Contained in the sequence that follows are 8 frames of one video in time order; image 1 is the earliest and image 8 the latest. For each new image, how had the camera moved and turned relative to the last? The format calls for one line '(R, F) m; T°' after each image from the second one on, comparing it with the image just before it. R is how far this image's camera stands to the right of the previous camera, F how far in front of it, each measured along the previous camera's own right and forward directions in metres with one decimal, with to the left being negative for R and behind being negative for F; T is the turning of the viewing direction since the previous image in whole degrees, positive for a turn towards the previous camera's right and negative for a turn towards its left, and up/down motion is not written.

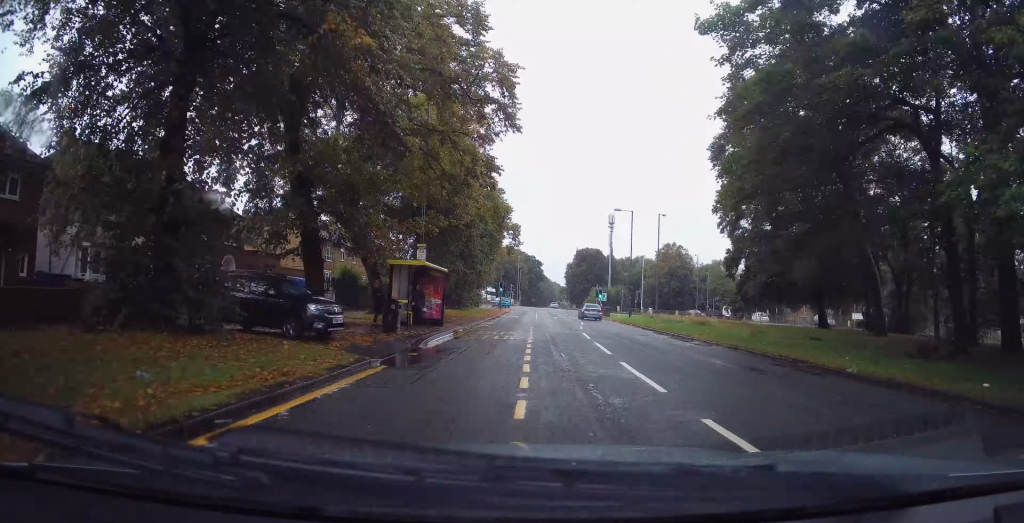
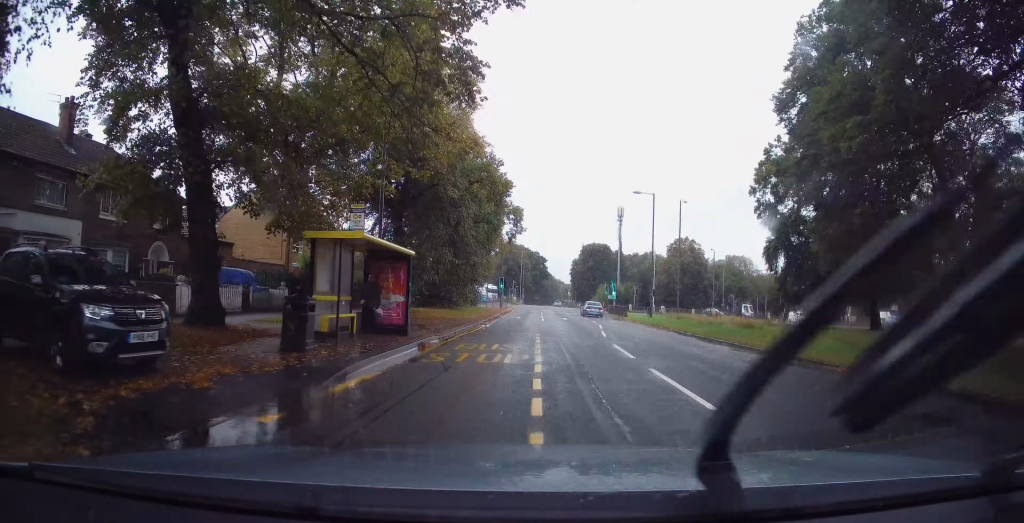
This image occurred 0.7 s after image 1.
(+0.1, +7.6) m; 0°
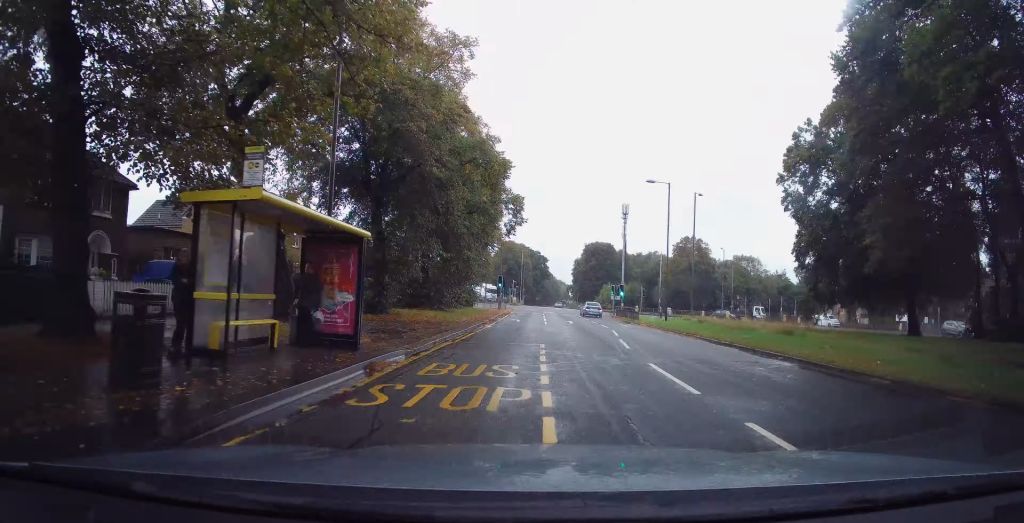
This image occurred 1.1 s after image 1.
(-0.1, +4.6) m; 0°
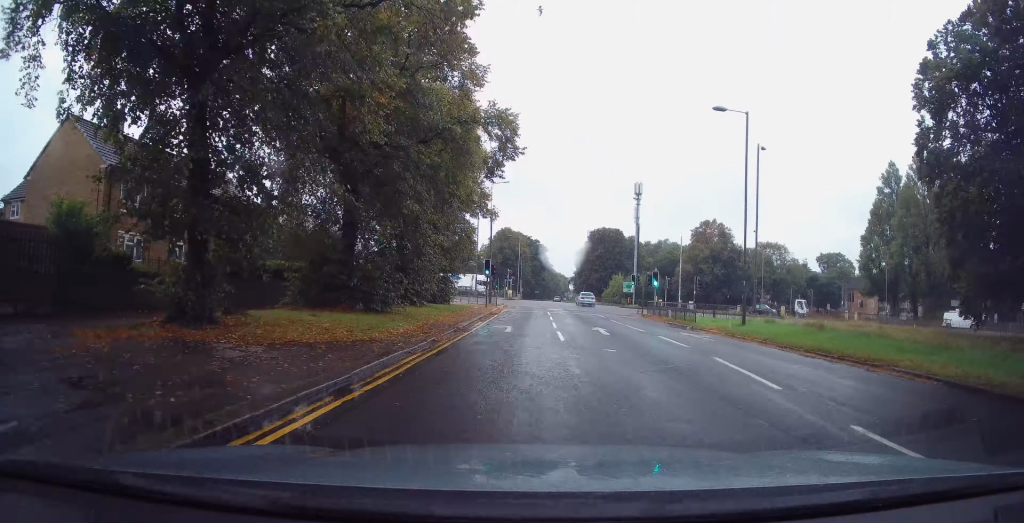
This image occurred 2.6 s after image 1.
(+0.1, +15.0) m; -1°
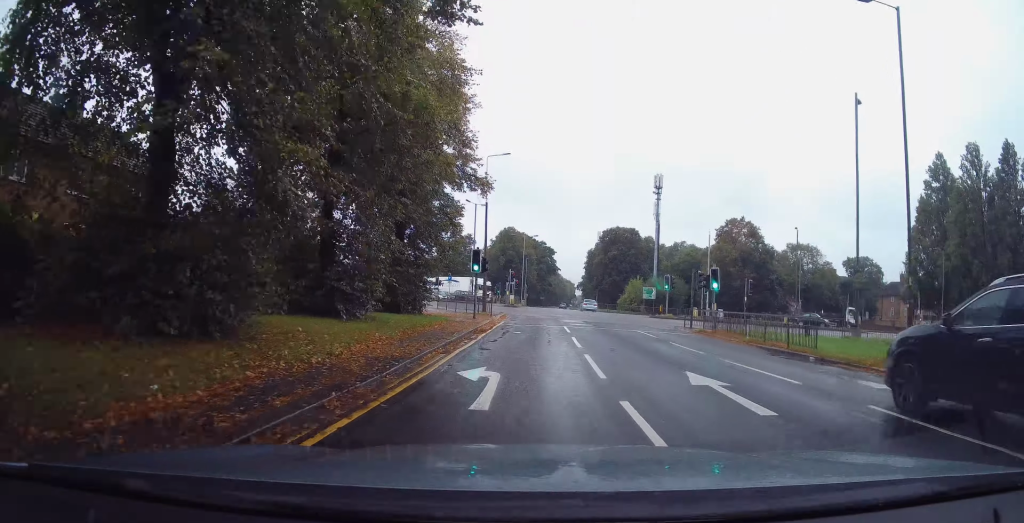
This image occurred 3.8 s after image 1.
(-0.4, +12.0) m; -2°
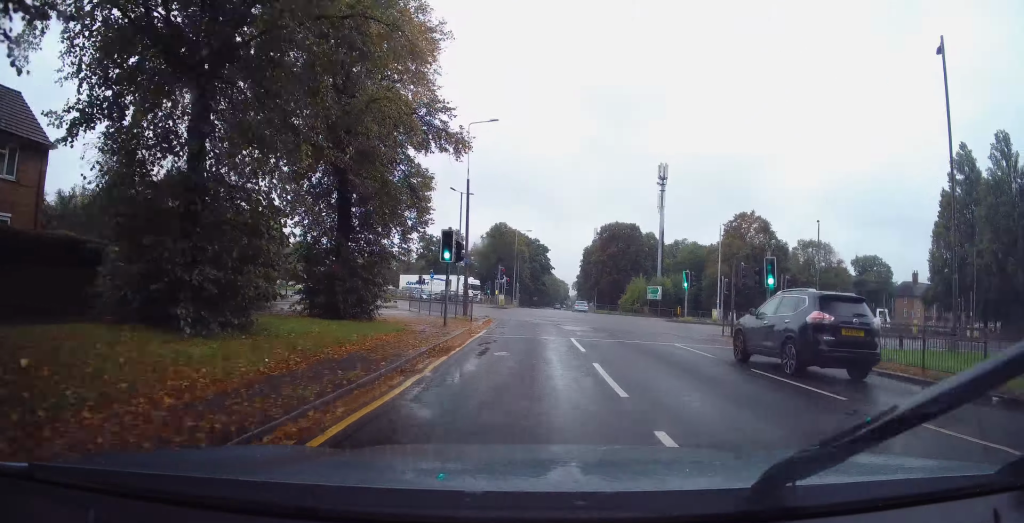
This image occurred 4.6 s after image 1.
(0.0, +7.6) m; +1°
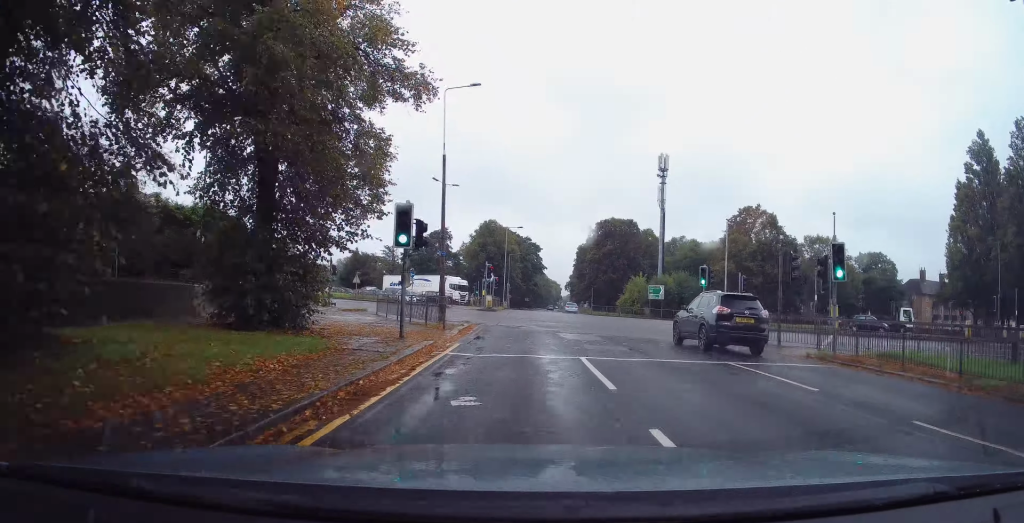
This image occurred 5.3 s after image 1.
(+0.1, +5.6) m; +1°
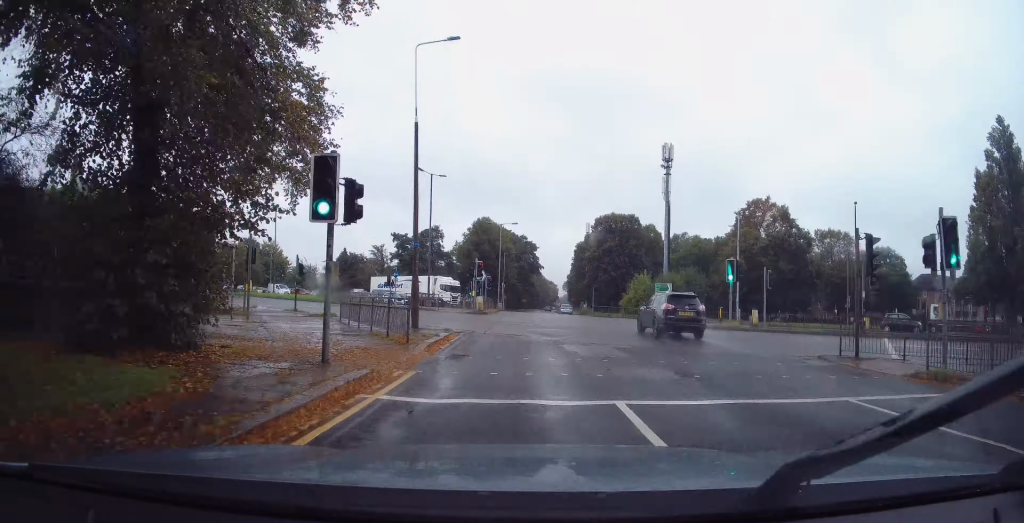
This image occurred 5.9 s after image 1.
(0.0, +5.2) m; 0°
